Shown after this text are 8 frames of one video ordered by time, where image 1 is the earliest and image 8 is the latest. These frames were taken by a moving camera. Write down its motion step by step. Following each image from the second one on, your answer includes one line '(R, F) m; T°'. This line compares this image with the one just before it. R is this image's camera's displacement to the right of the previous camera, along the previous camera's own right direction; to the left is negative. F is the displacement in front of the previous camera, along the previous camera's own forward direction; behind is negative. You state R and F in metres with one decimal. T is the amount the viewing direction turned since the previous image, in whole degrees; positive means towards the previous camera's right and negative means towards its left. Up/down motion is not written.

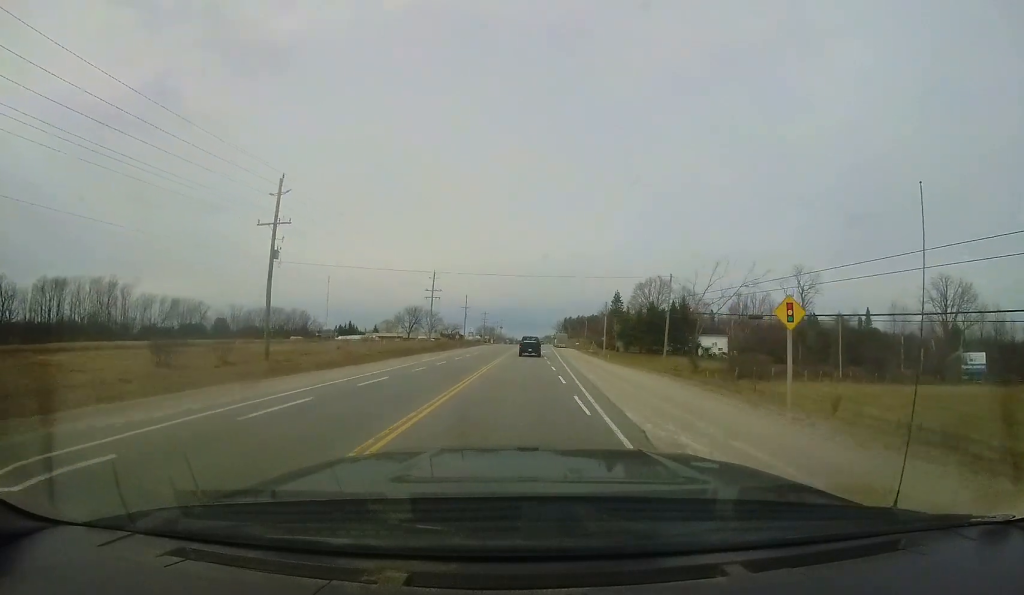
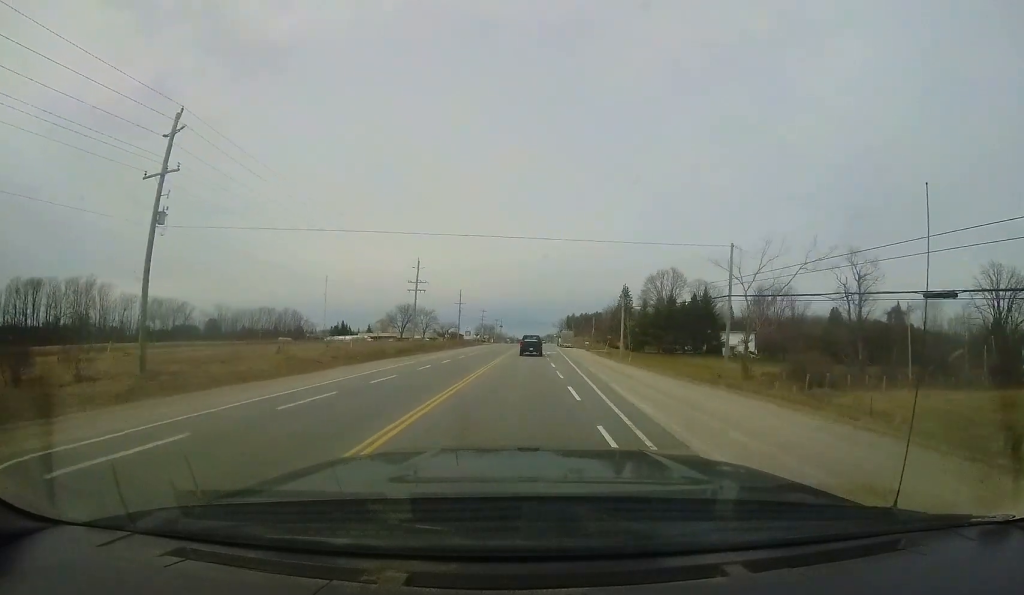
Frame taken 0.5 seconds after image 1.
(-0.2, +10.5) m; 0°
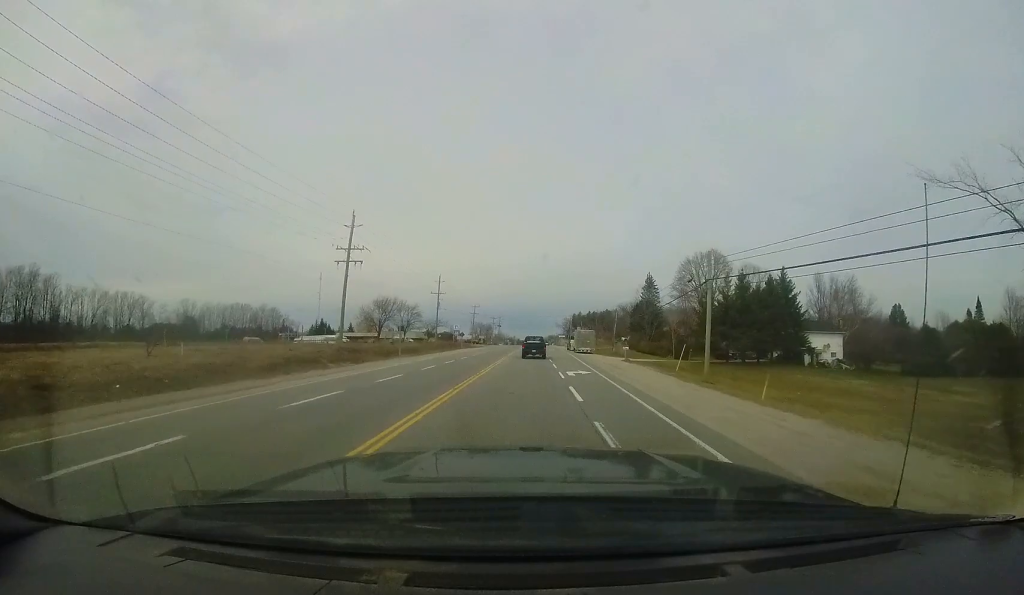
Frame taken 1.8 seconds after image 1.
(-0.2, +23.7) m; +1°
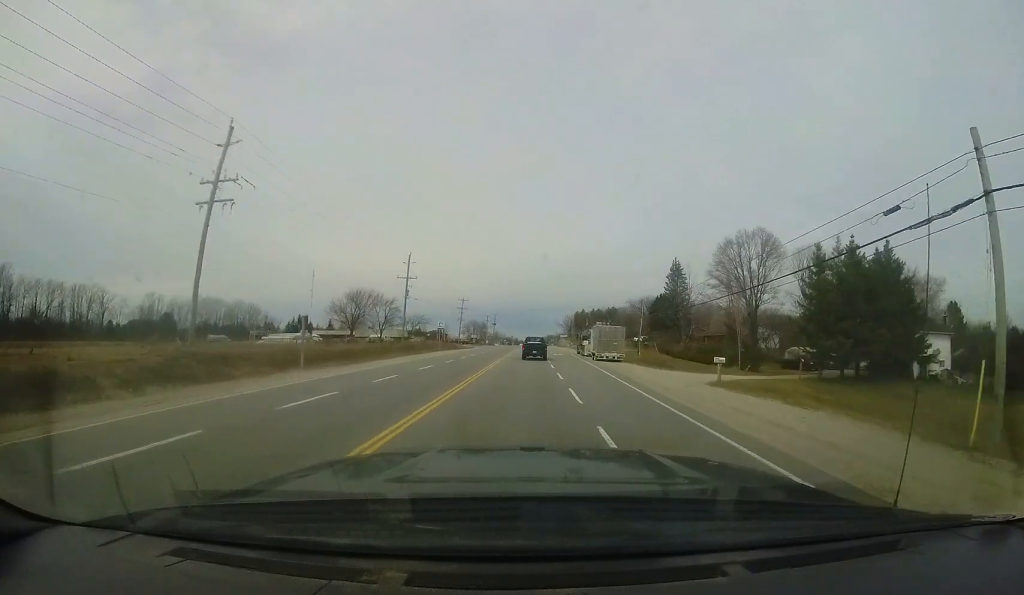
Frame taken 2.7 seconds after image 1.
(+0.3, +18.0) m; 0°
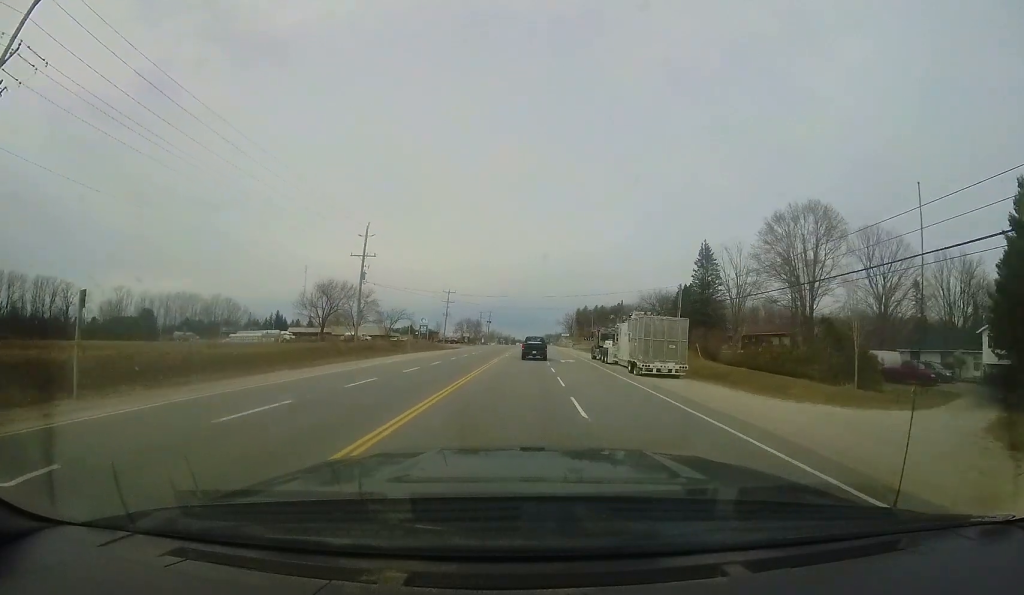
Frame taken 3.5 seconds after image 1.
(-0.1, +14.5) m; -1°
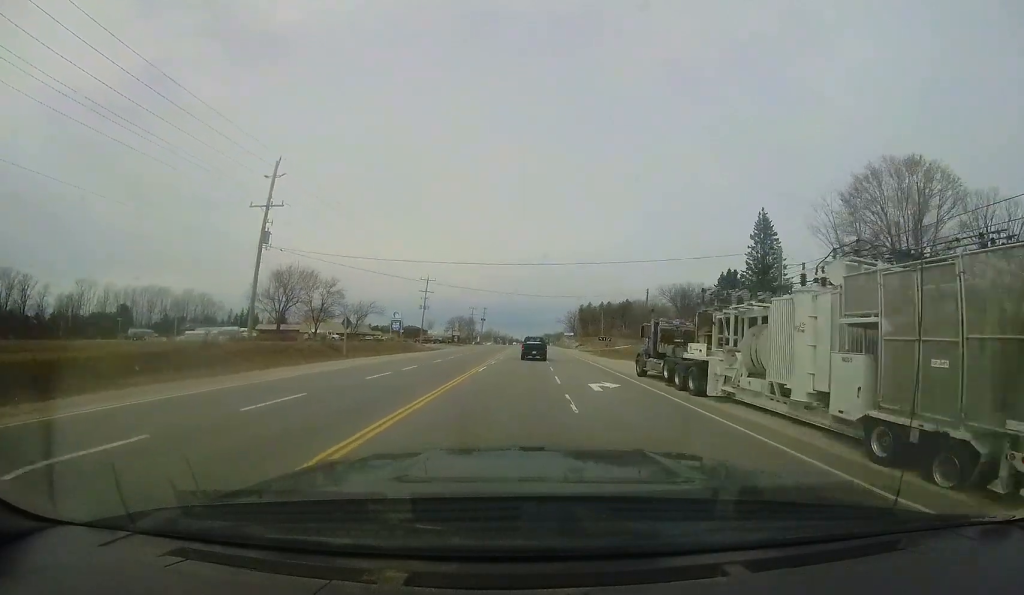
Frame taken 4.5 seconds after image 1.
(-0.2, +16.7) m; 0°
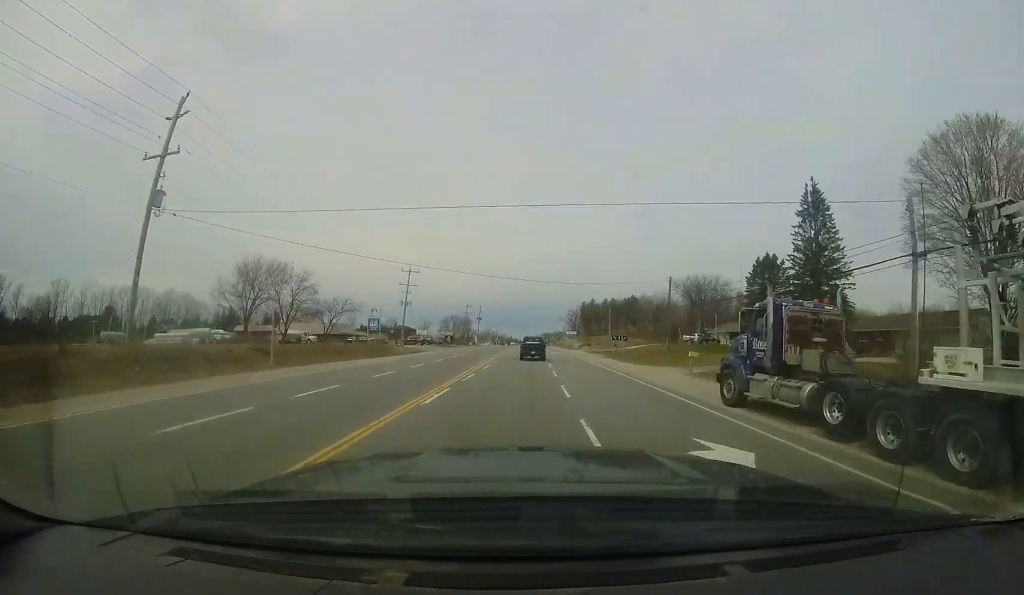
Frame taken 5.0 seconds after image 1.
(+0.2, +9.5) m; 0°
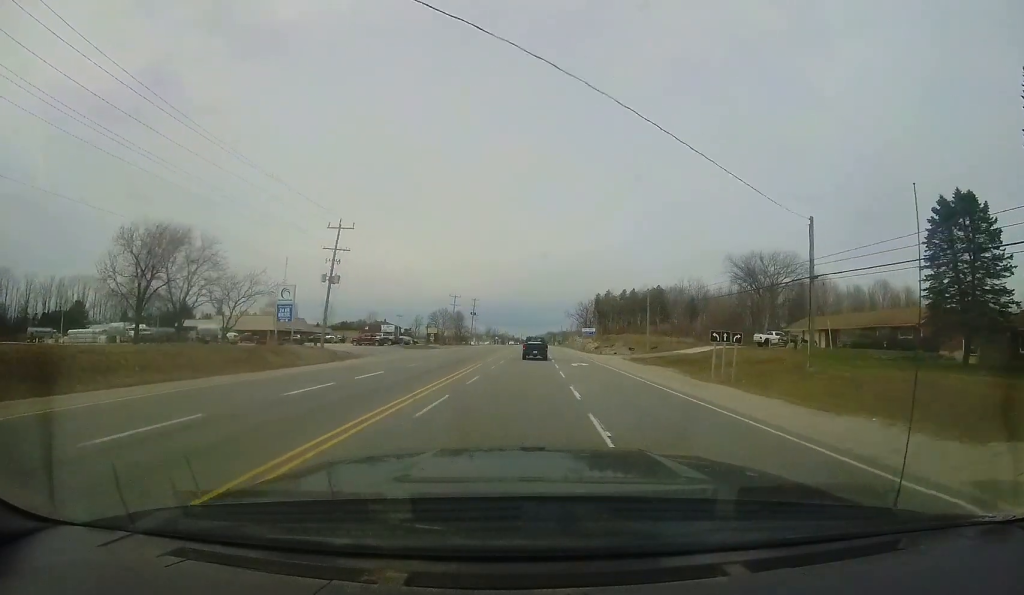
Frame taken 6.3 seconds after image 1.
(-0.3, +23.8) m; 0°
